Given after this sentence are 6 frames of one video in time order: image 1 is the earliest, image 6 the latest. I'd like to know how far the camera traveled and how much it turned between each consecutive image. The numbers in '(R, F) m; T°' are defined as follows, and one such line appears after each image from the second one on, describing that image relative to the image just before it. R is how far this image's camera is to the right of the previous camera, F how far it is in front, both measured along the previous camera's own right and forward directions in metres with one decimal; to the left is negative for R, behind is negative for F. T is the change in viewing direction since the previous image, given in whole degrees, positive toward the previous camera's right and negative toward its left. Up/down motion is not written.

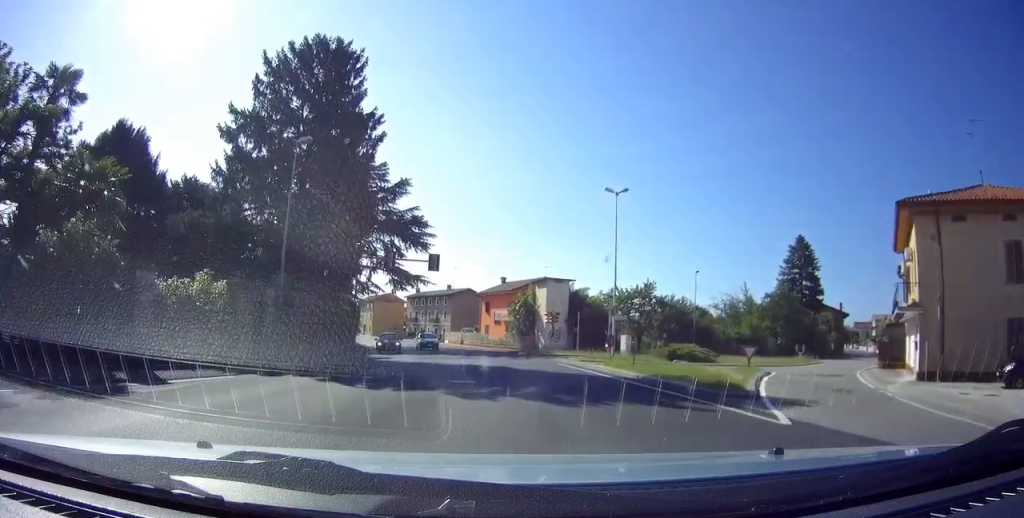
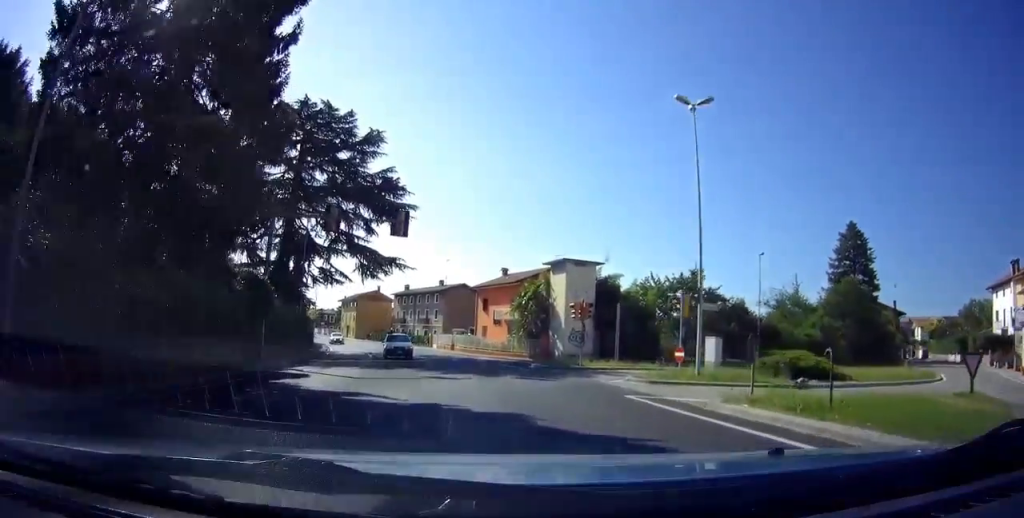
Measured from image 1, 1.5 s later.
(-0.3, +15.9) m; -1°
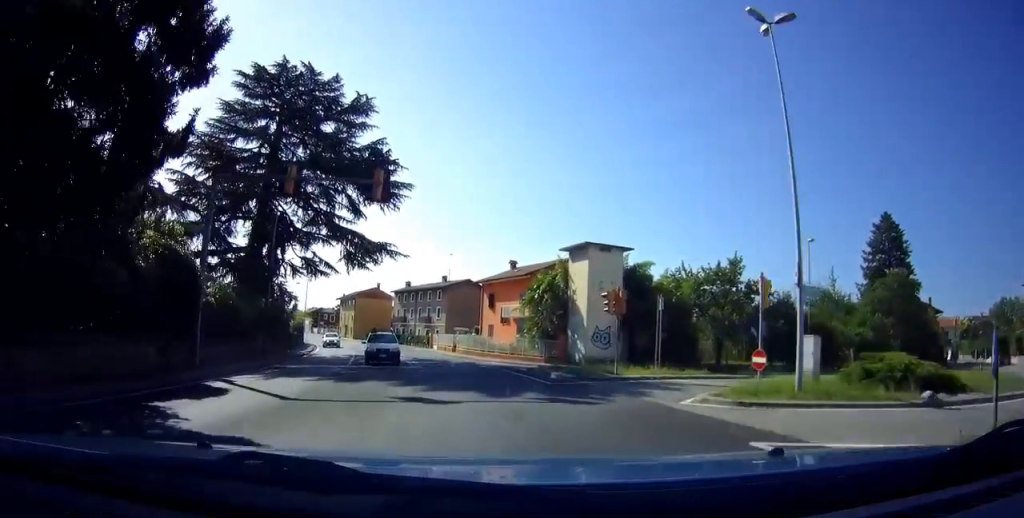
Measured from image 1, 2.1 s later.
(0.0, +6.7) m; 0°
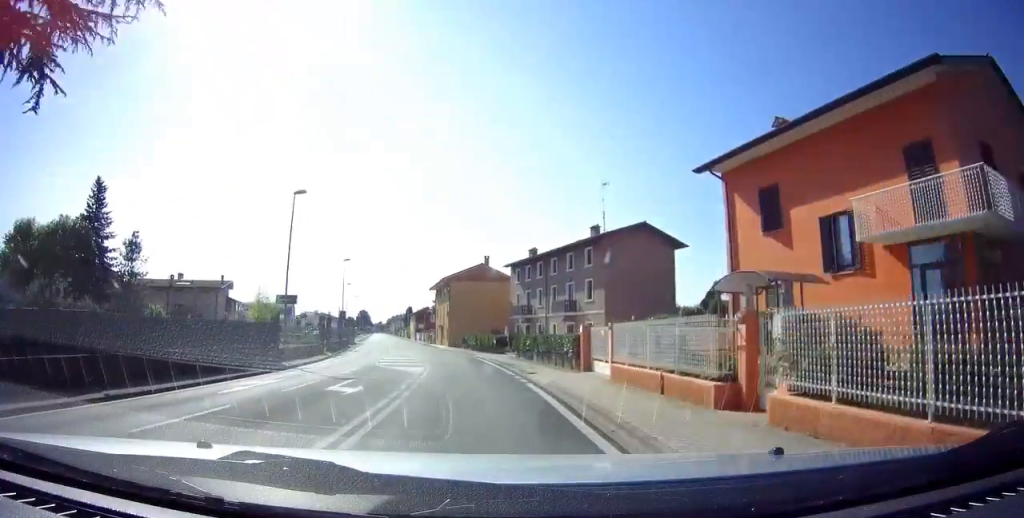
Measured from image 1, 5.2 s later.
(-5.0, +39.3) m; -16°
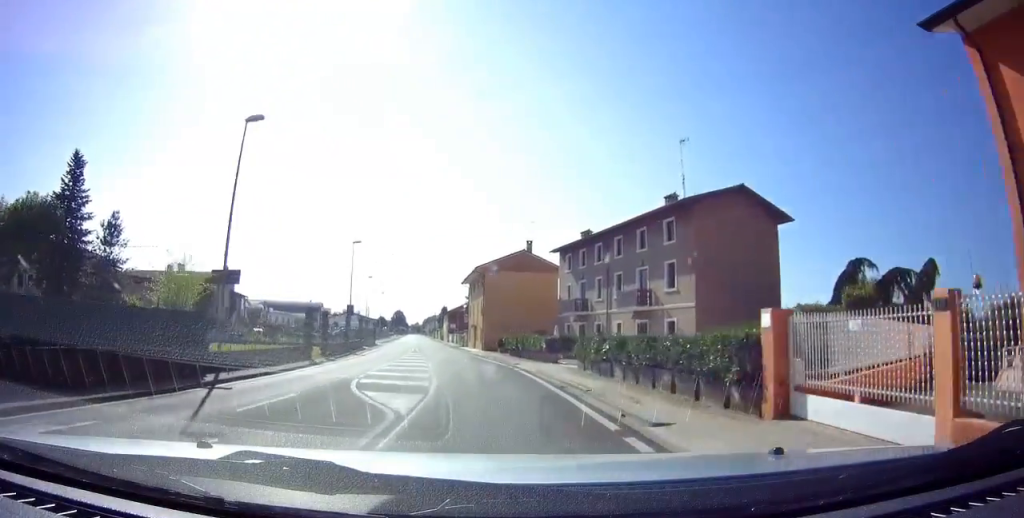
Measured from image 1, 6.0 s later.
(-0.4, +11.4) m; -3°
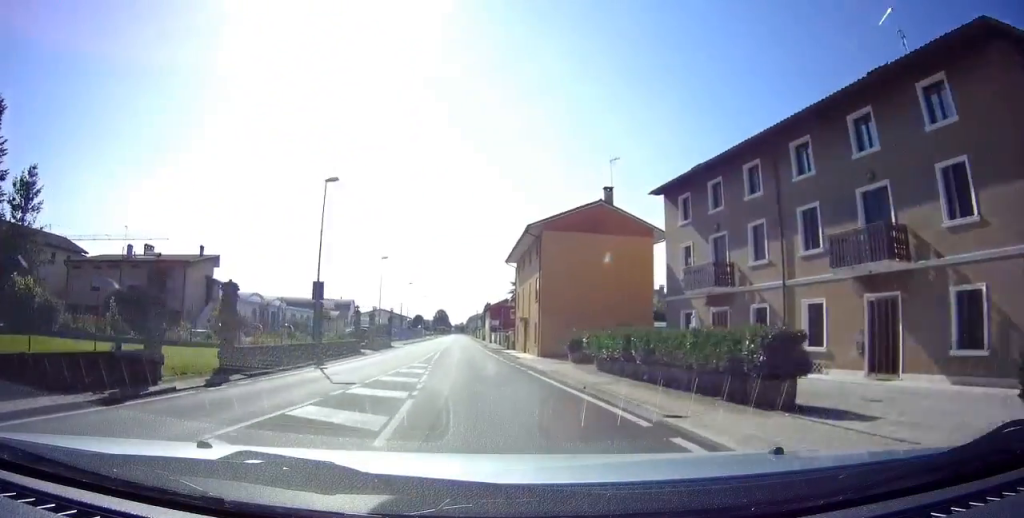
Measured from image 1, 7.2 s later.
(-0.6, +18.9) m; -3°
